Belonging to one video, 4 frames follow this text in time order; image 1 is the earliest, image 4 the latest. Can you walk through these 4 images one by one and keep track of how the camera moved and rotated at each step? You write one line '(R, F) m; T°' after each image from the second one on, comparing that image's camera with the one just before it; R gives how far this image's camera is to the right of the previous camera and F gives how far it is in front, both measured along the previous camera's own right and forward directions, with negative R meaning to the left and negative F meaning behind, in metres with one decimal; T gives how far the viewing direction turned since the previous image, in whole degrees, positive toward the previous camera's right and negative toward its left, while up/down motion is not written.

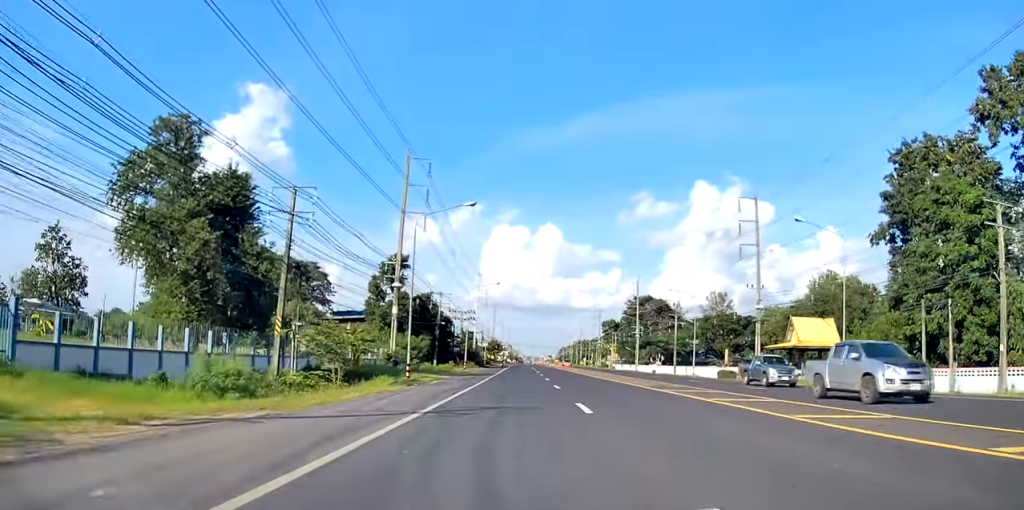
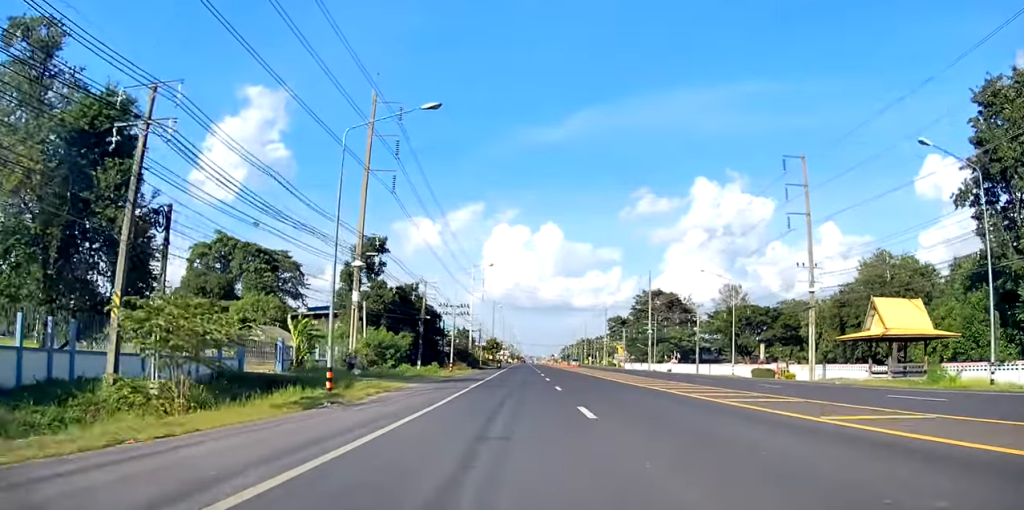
(-0.3, +13.7) m; 0°
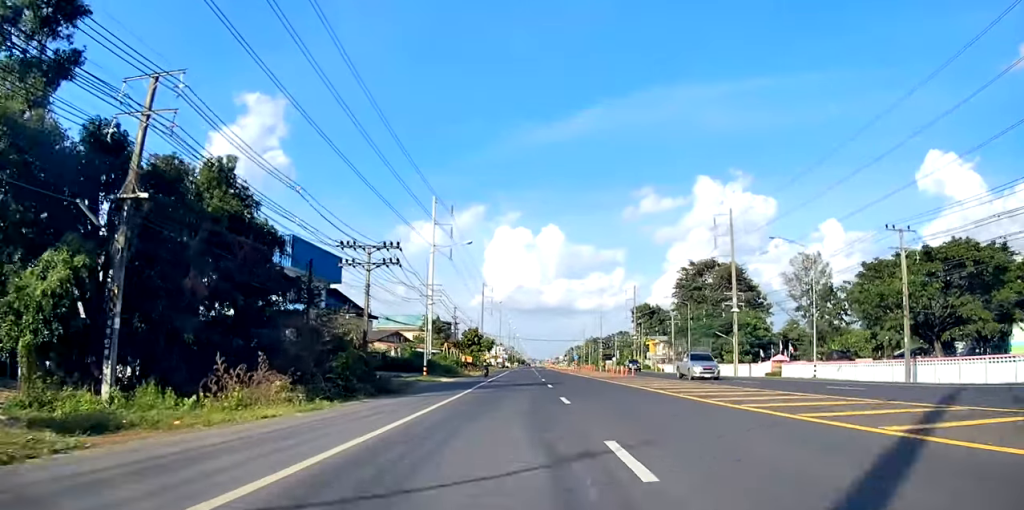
(+0.2, +53.1) m; +1°
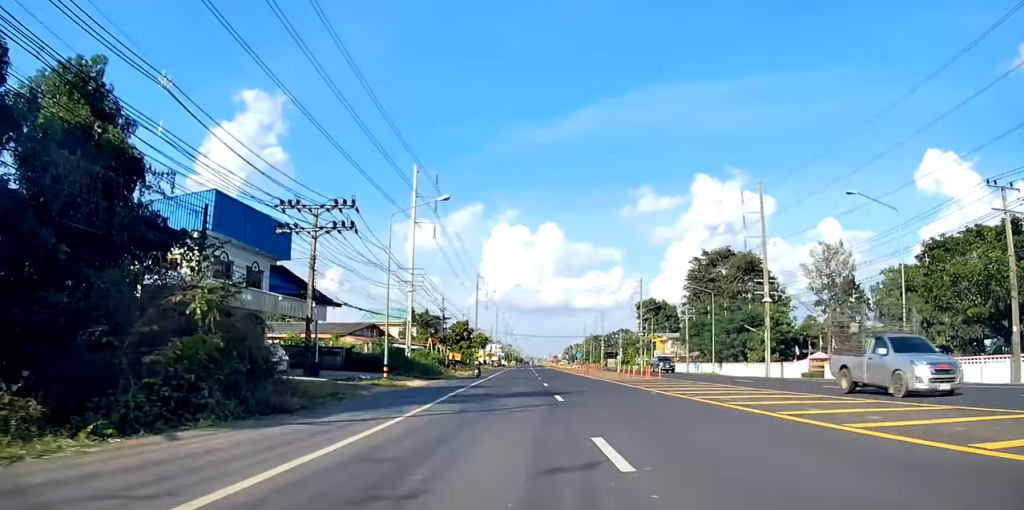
(+0.1, +12.1) m; 0°
